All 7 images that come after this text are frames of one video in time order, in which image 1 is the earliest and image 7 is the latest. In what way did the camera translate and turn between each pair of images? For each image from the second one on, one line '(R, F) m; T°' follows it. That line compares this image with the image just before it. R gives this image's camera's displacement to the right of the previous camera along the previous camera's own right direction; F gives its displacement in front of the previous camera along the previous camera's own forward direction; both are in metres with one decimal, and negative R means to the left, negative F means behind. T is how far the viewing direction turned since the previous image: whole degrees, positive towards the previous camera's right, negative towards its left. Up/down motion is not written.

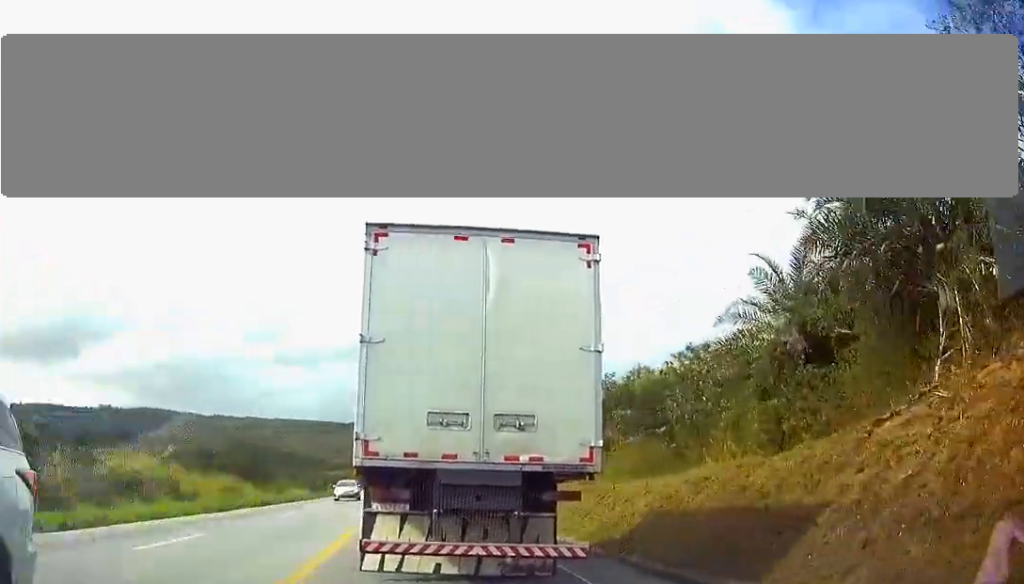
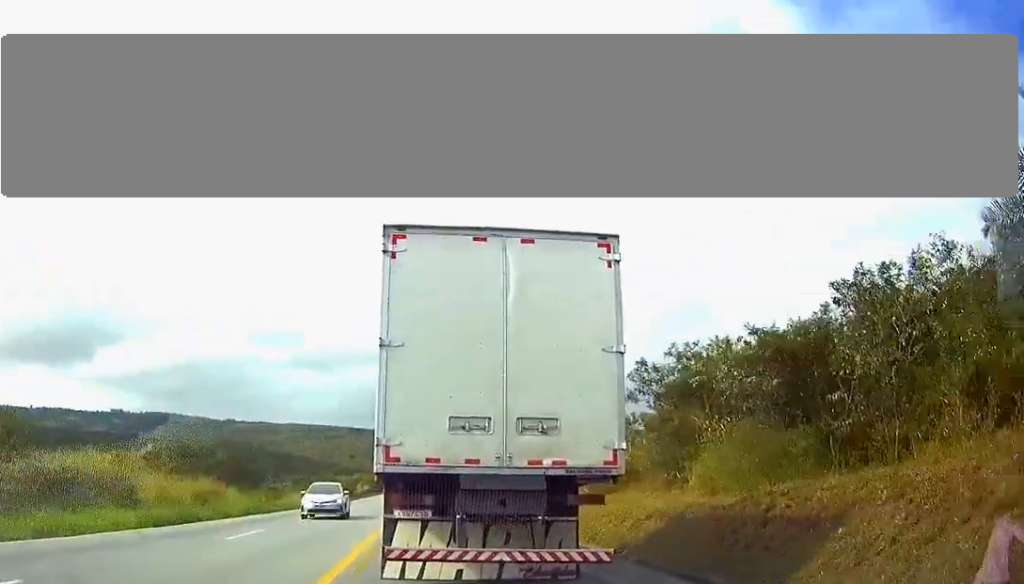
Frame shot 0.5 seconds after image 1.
(0.0, +9.8) m; -1°
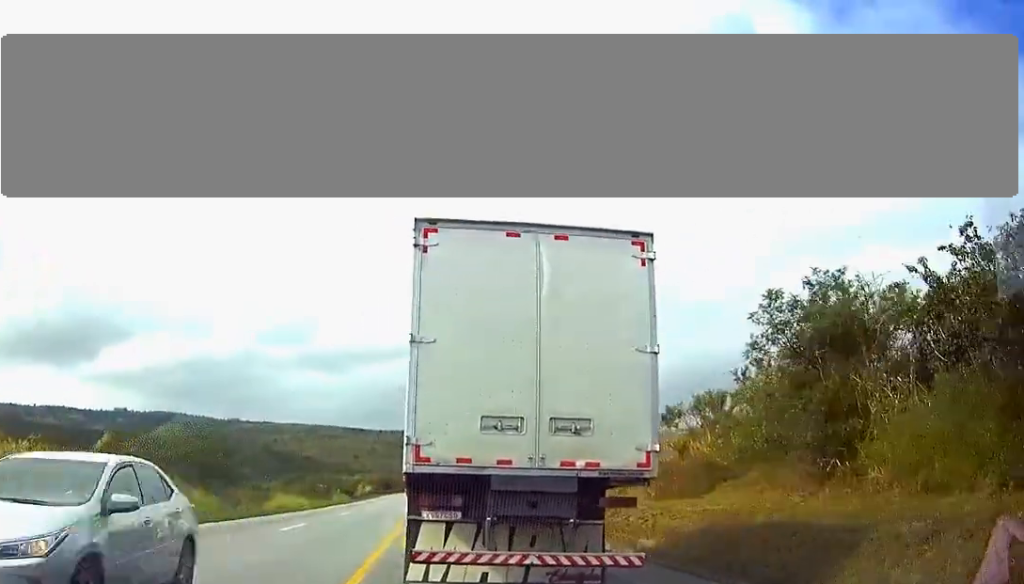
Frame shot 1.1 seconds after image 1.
(0.0, +10.5) m; -1°
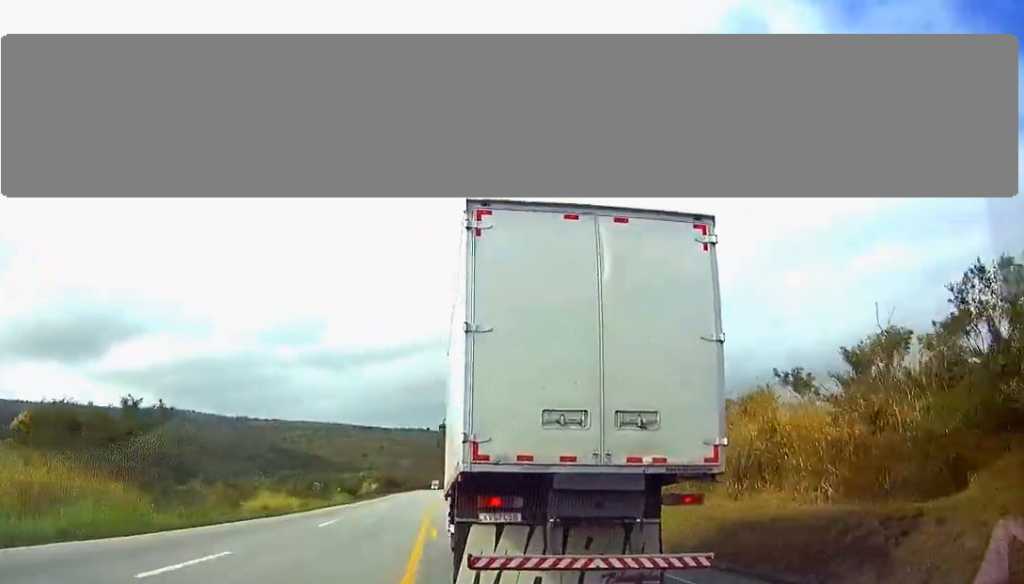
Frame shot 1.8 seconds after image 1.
(-0.1, +13.3) m; 0°
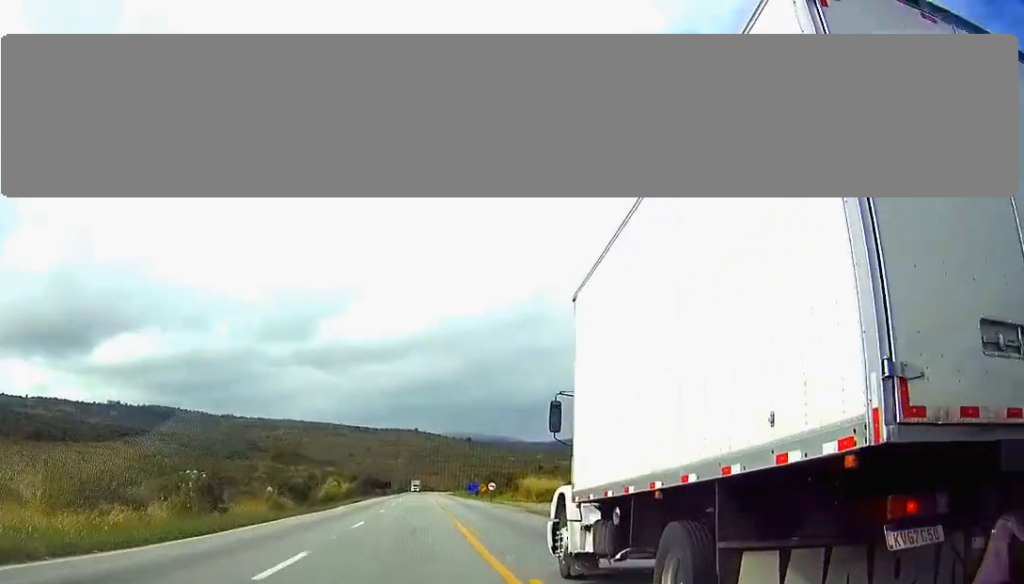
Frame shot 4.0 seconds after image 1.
(-0.1, +45.1) m; +1°
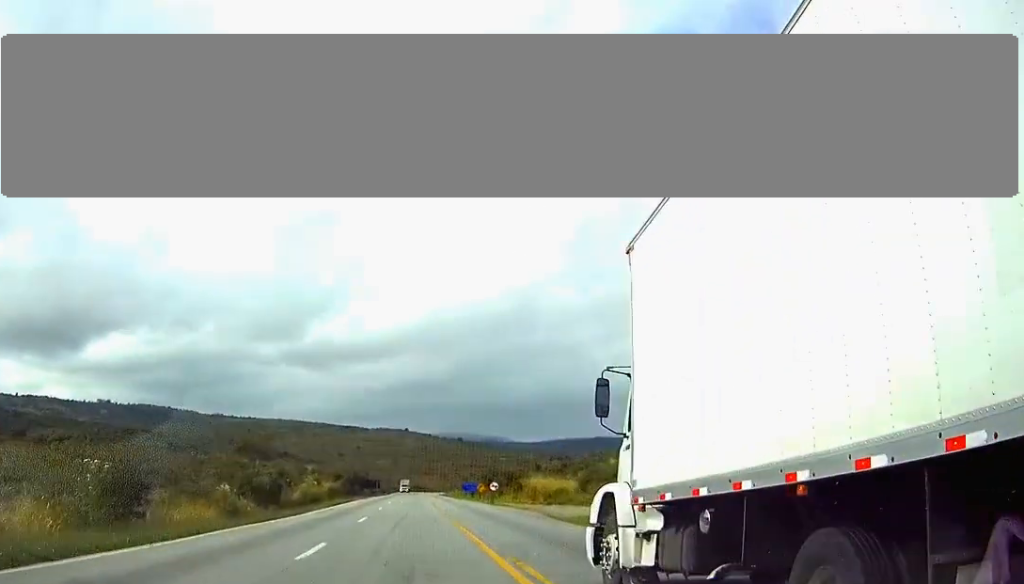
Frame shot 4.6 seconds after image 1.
(+0.1, +11.6) m; +1°
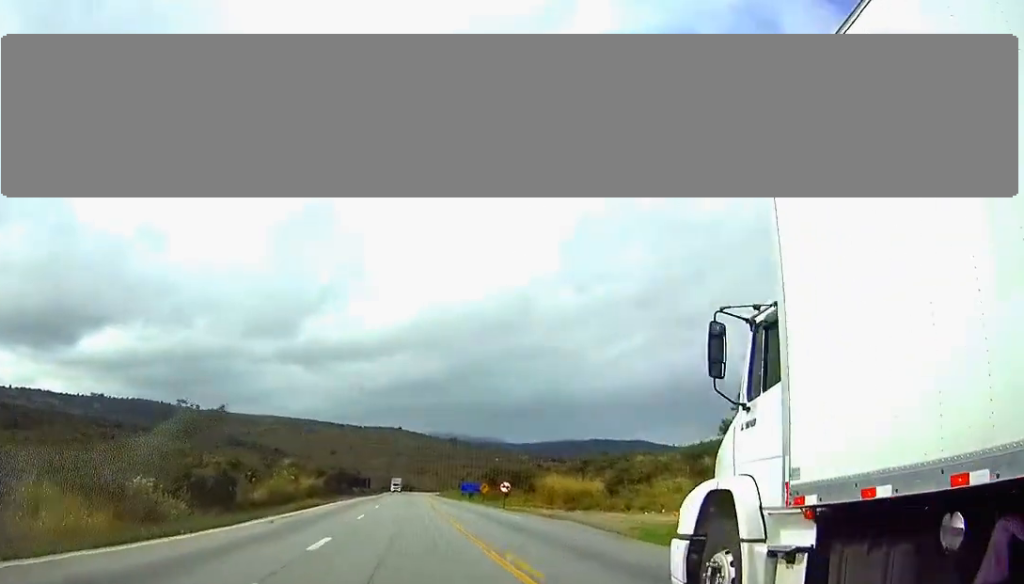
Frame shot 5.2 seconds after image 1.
(+0.2, +13.5) m; +1°
